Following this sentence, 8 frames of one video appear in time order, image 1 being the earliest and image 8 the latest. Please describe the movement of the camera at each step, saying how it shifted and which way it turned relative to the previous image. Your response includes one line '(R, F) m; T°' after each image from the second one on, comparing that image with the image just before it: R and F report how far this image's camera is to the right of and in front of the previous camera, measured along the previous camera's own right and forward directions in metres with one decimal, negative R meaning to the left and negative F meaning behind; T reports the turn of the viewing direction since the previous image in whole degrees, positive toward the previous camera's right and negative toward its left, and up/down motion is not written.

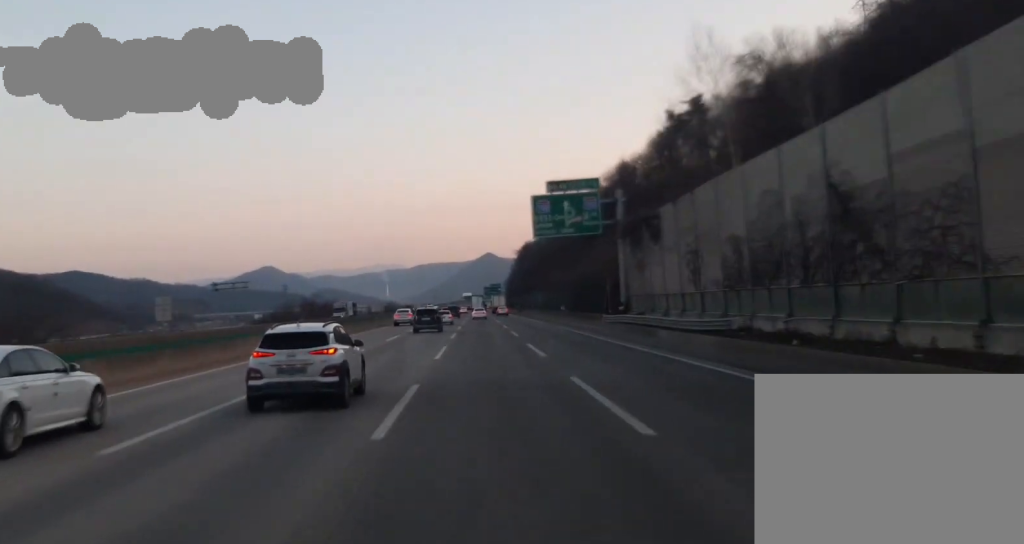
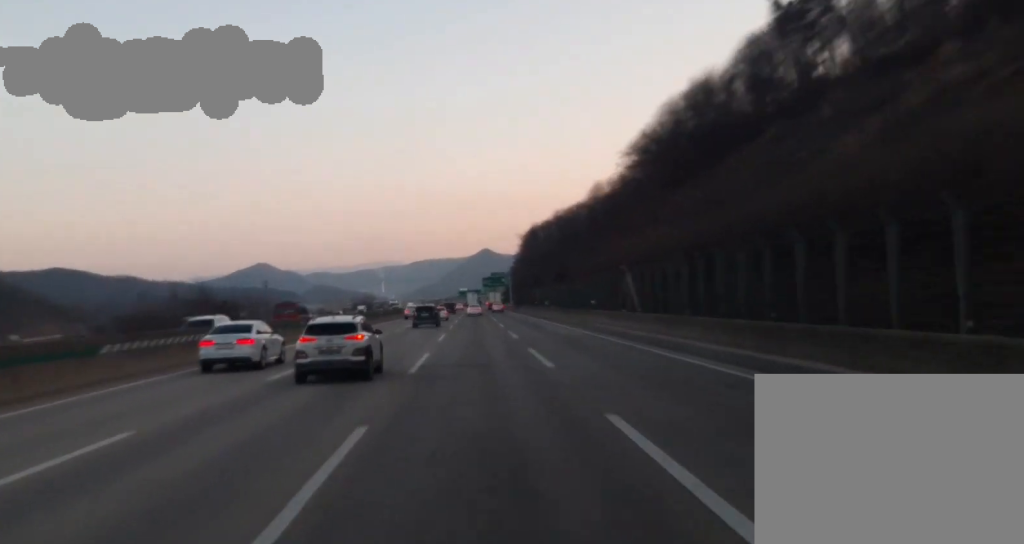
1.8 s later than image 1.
(0.0, +89.0) m; 0°
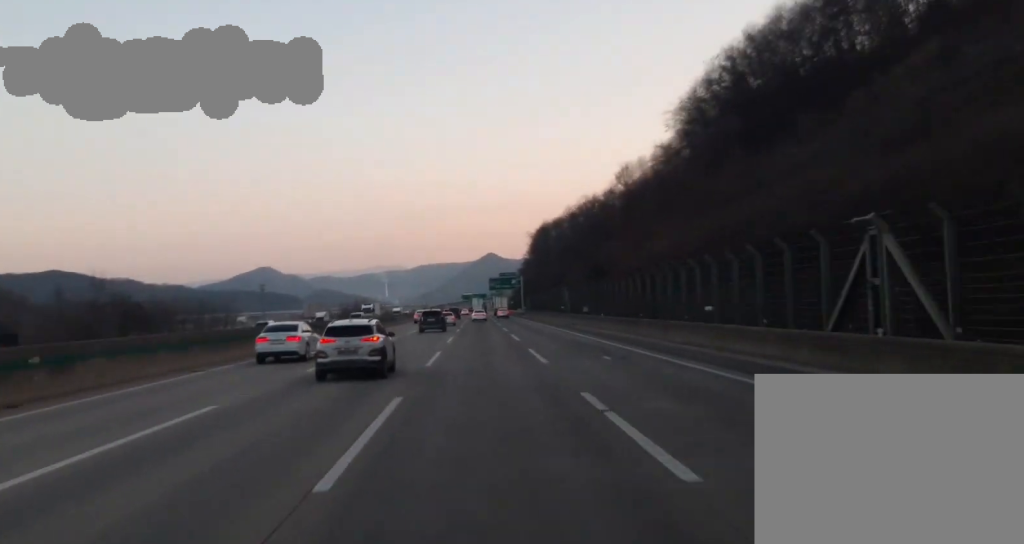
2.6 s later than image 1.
(+0.1, +35.2) m; 0°
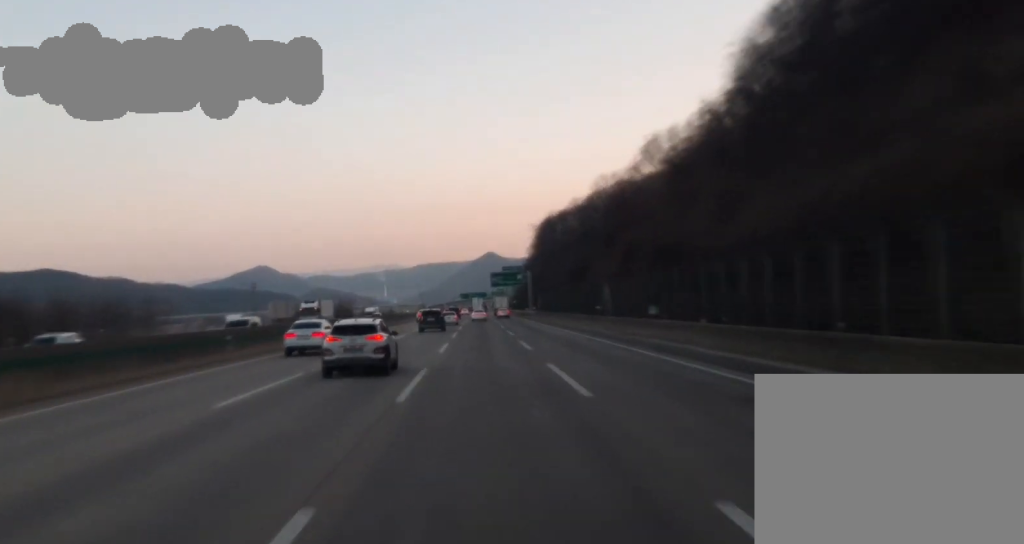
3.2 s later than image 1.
(0.0, +30.2) m; 0°
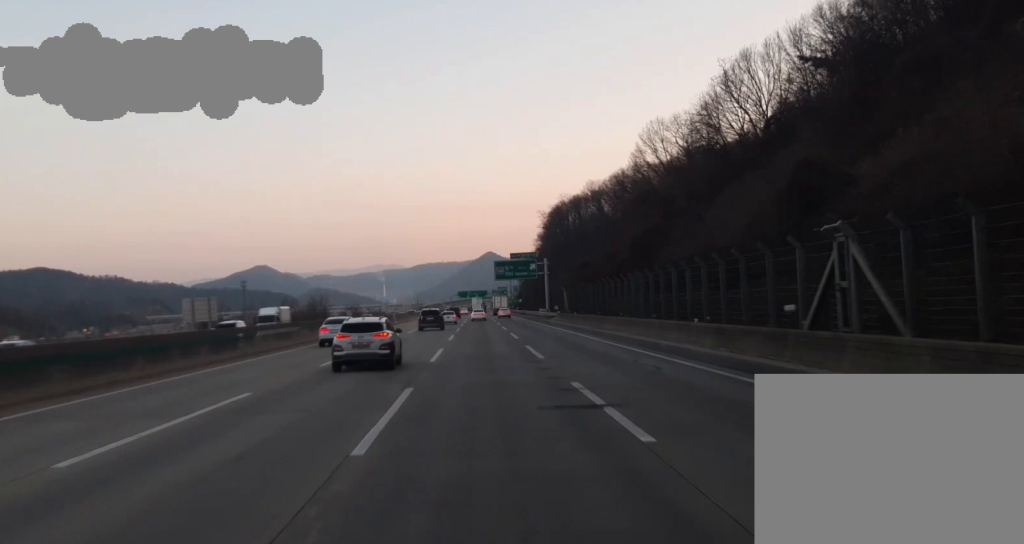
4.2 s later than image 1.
(0.0, +46.1) m; 0°
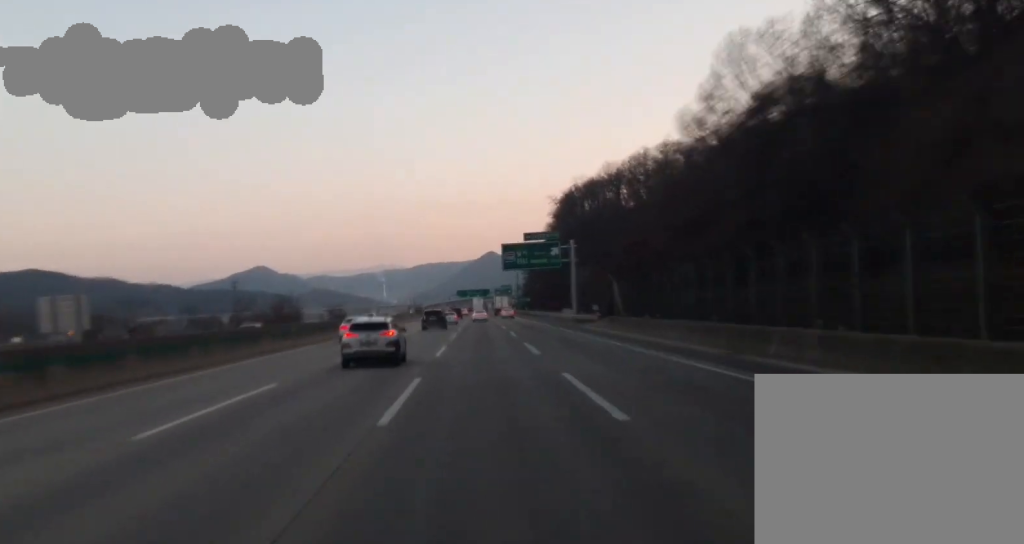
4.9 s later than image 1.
(+0.1, +36.6) m; 0°
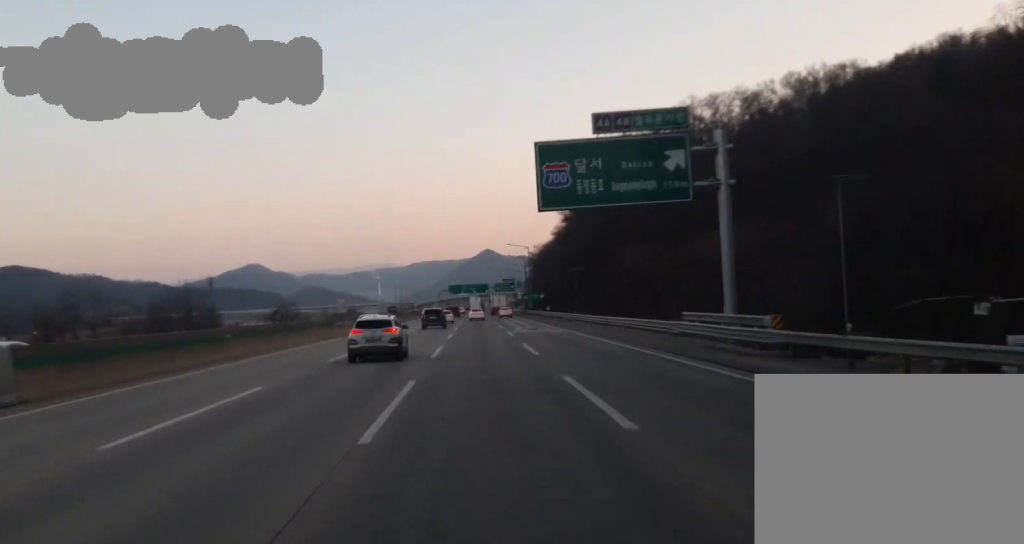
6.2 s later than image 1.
(+0.1, +61.0) m; 0°
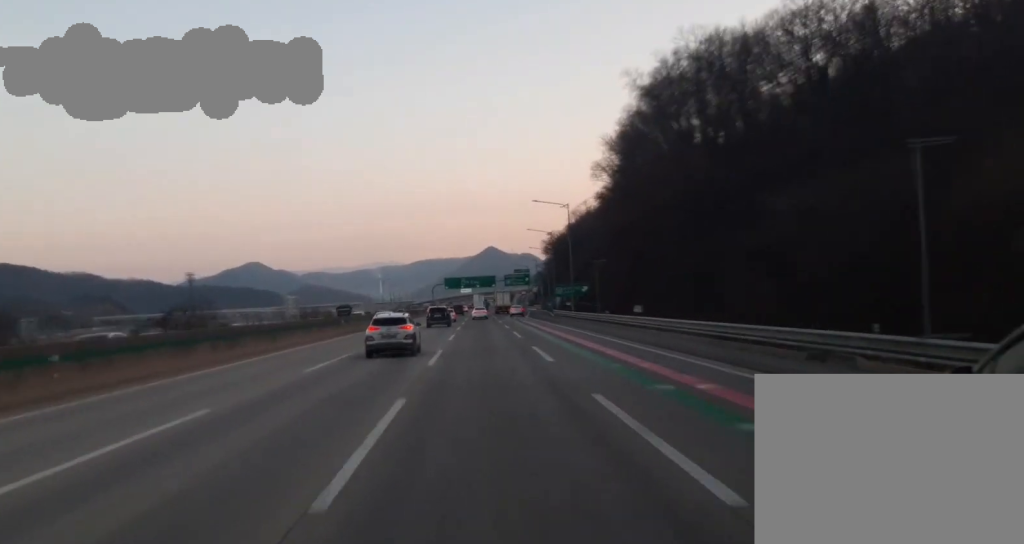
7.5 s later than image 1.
(-0.4, +63.5) m; 0°
